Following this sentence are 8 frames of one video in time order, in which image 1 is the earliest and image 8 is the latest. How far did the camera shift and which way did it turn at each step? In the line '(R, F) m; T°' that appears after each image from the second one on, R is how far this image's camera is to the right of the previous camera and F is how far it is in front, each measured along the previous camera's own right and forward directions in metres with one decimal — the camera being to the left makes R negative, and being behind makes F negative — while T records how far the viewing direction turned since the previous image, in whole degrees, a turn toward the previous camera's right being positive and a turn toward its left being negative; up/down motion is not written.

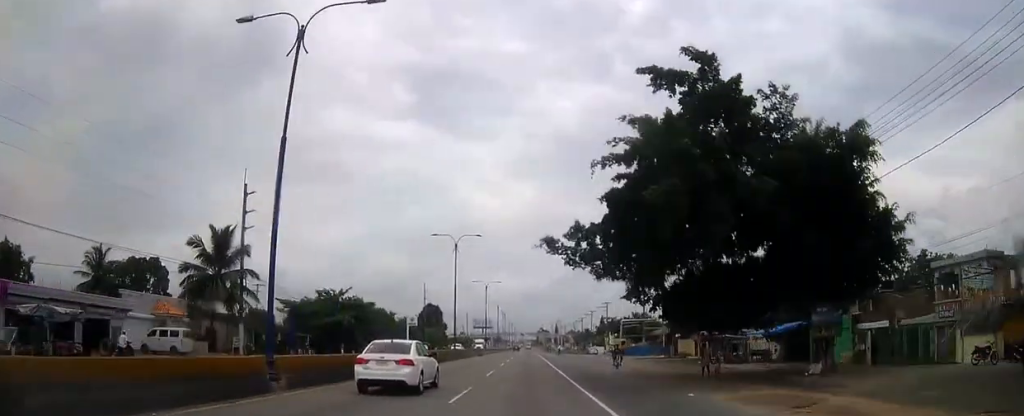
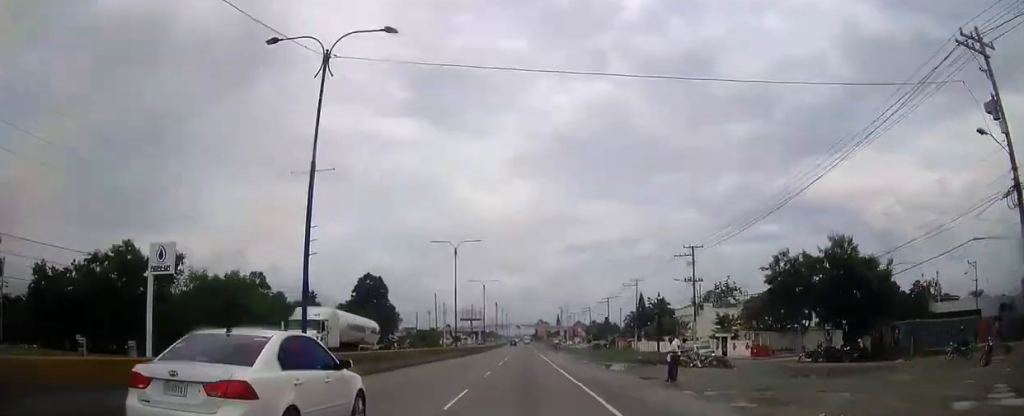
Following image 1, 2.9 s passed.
(-0.2, +76.5) m; 0°
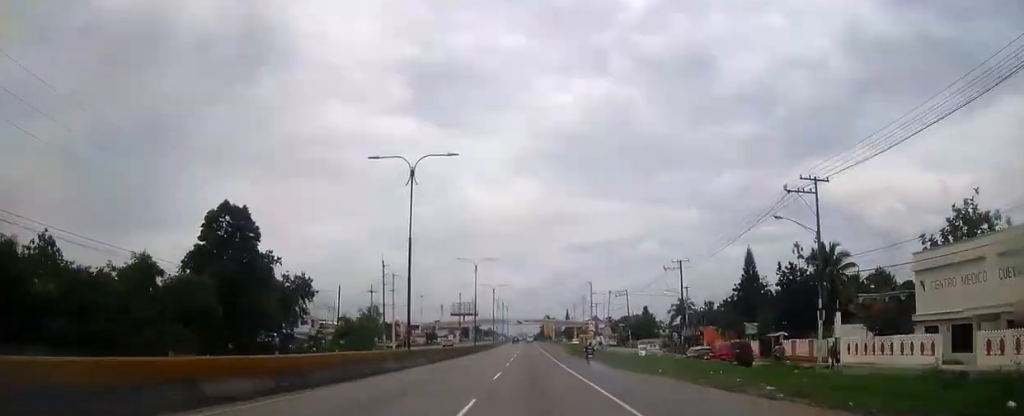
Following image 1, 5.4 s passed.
(-0.1, +65.7) m; 0°
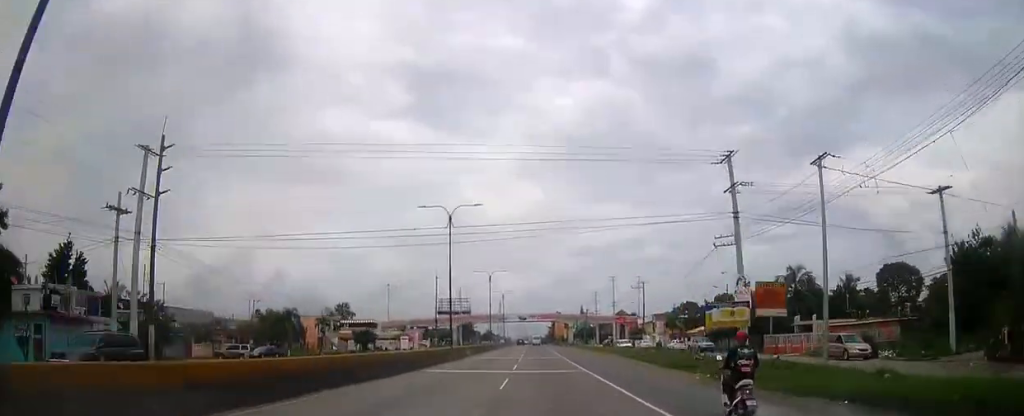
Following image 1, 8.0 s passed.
(-0.1, +67.4) m; -1°
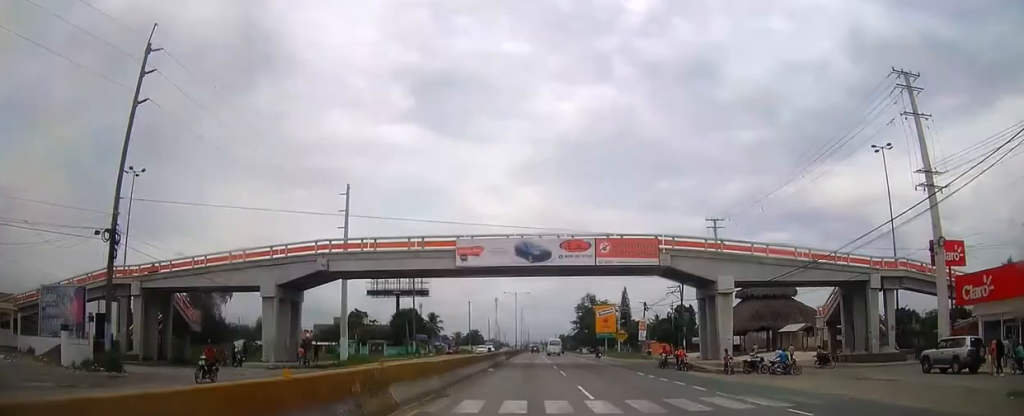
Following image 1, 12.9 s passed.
(-0.8, +126.6) m; 0°
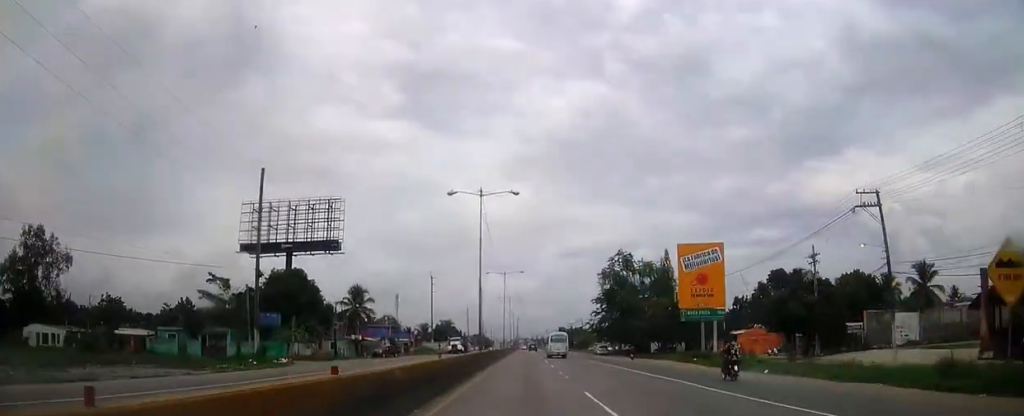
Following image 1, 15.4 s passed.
(+0.5, +64.4) m; +1°
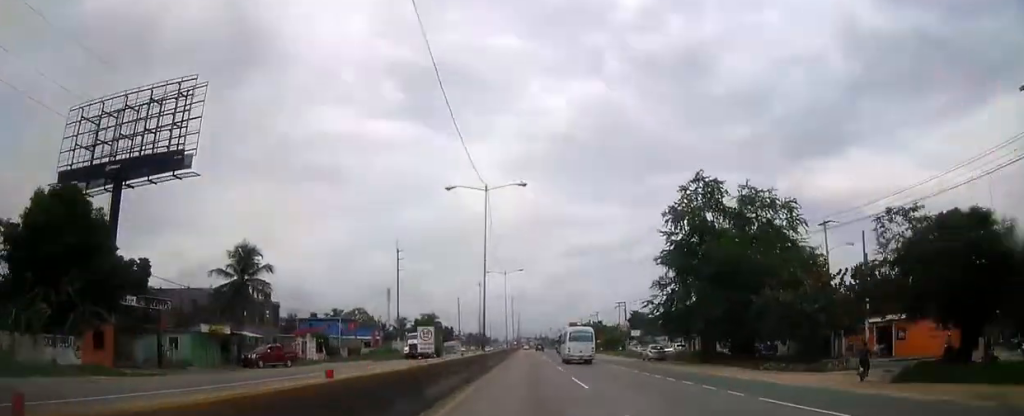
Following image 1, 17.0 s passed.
(+0.1, +40.6) m; 0°
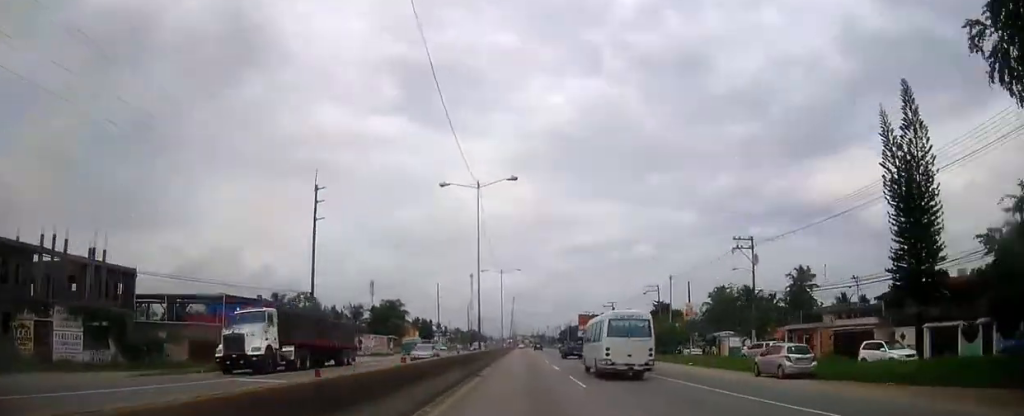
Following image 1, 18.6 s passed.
(0.0, +40.3) m; 0°
